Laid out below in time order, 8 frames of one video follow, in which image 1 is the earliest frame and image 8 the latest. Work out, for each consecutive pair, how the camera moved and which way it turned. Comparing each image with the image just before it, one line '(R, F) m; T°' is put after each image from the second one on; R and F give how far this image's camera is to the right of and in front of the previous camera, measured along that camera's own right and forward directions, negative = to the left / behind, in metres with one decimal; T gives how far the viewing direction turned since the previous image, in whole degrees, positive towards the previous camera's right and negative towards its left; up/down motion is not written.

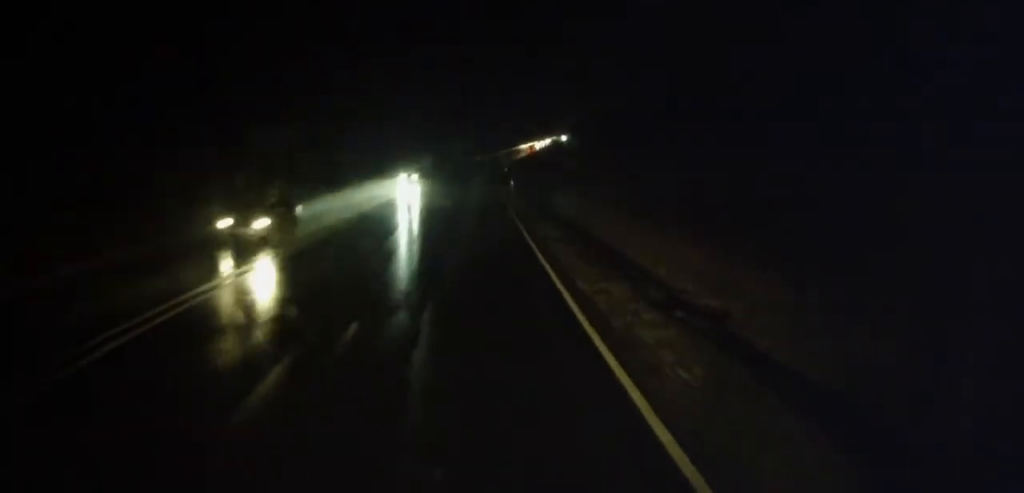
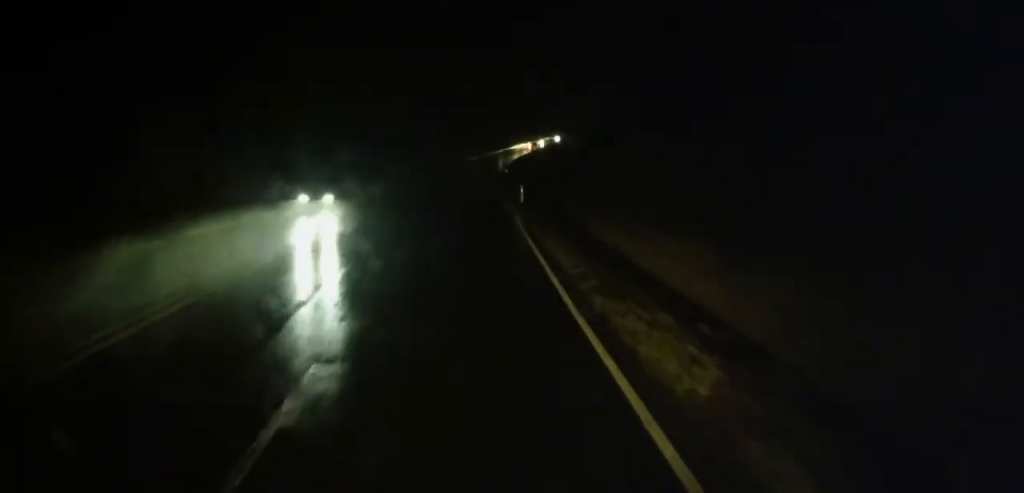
(0.0, +14.3) m; 0°
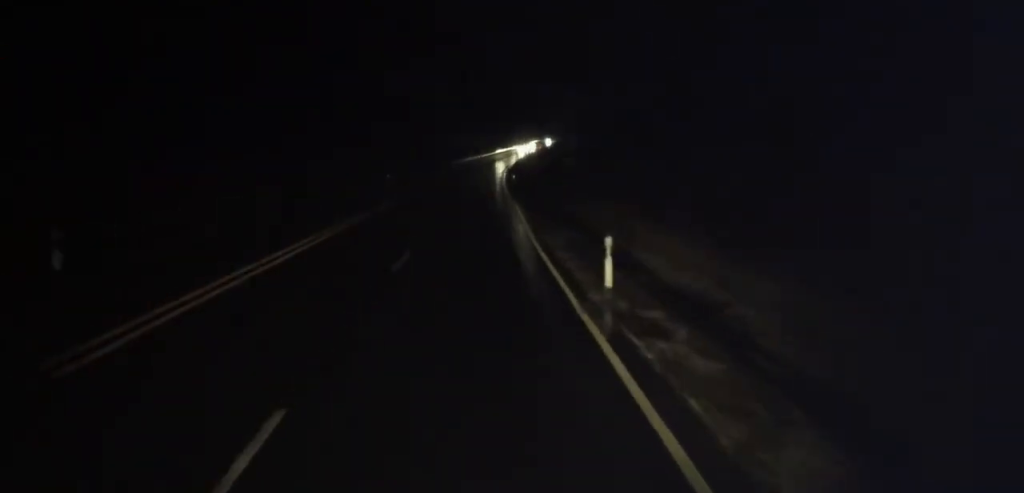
(+0.1, +25.2) m; -1°
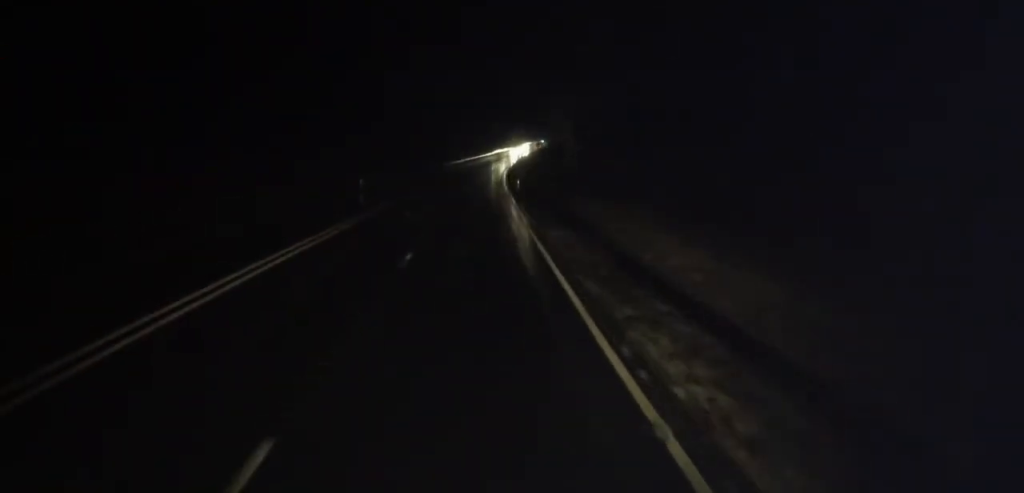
(-0.4, +12.6) m; 0°
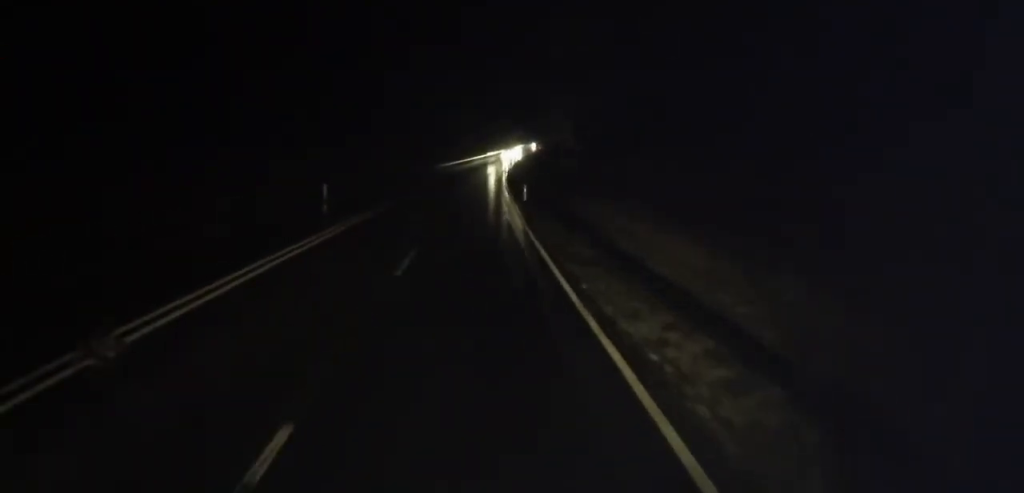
(+0.3, +11.5) m; +1°
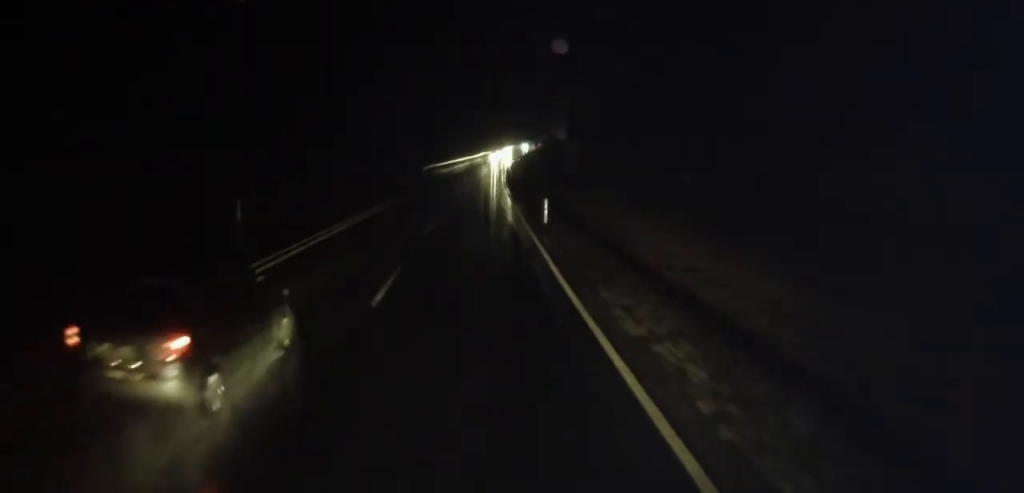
(+0.2, +14.8) m; 0°
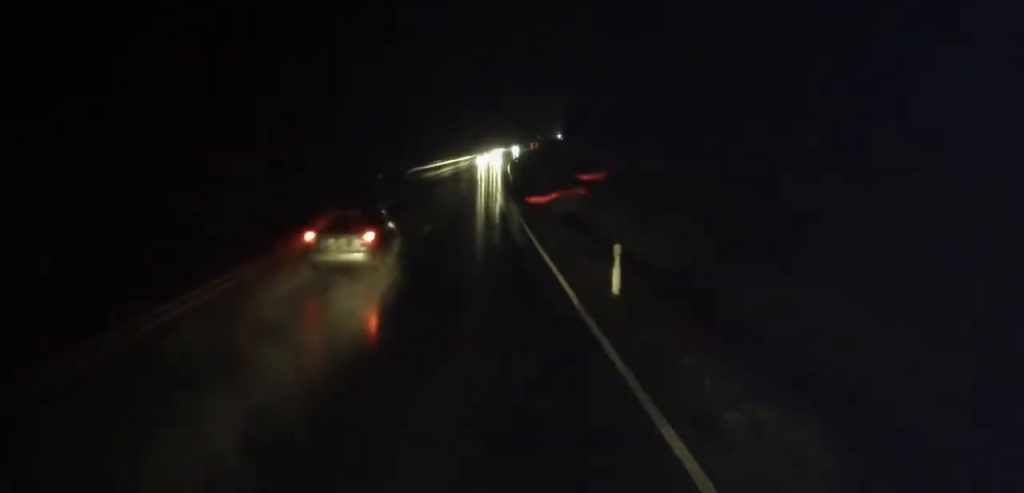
(-0.1, +13.7) m; -1°
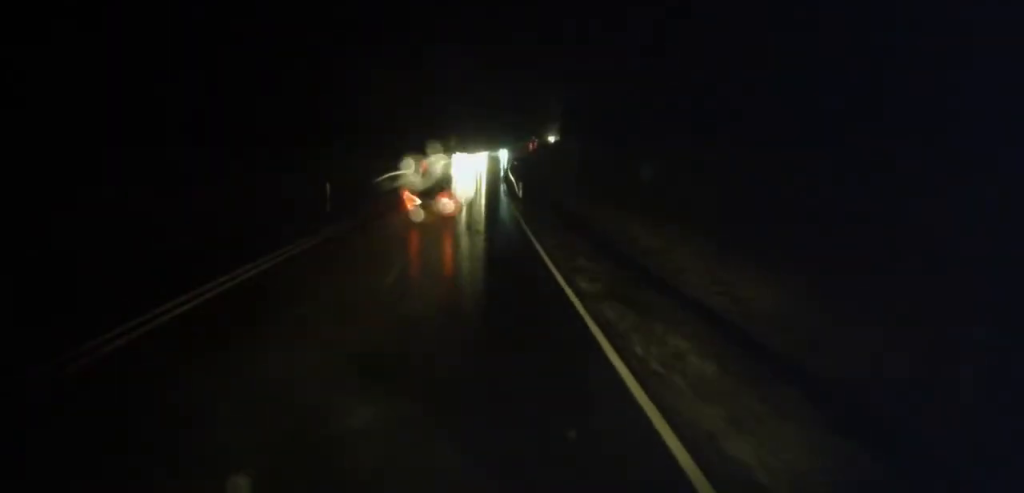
(-0.1, +20.3) m; +2°
